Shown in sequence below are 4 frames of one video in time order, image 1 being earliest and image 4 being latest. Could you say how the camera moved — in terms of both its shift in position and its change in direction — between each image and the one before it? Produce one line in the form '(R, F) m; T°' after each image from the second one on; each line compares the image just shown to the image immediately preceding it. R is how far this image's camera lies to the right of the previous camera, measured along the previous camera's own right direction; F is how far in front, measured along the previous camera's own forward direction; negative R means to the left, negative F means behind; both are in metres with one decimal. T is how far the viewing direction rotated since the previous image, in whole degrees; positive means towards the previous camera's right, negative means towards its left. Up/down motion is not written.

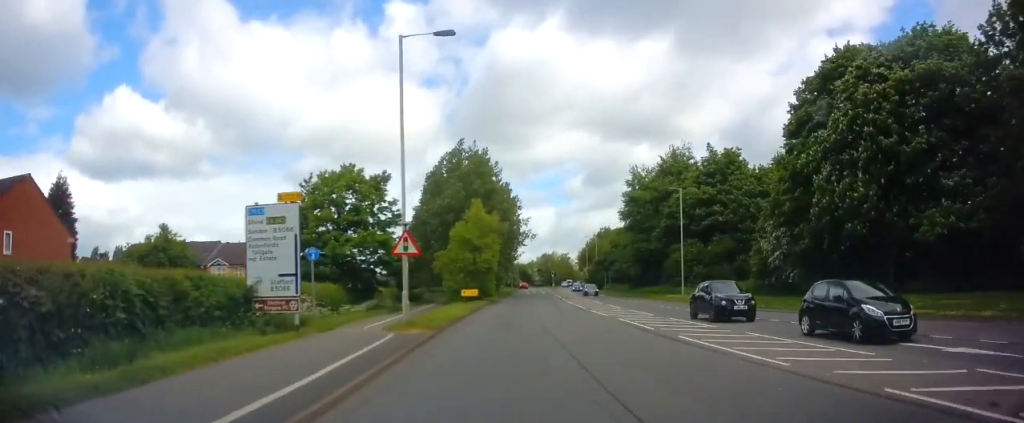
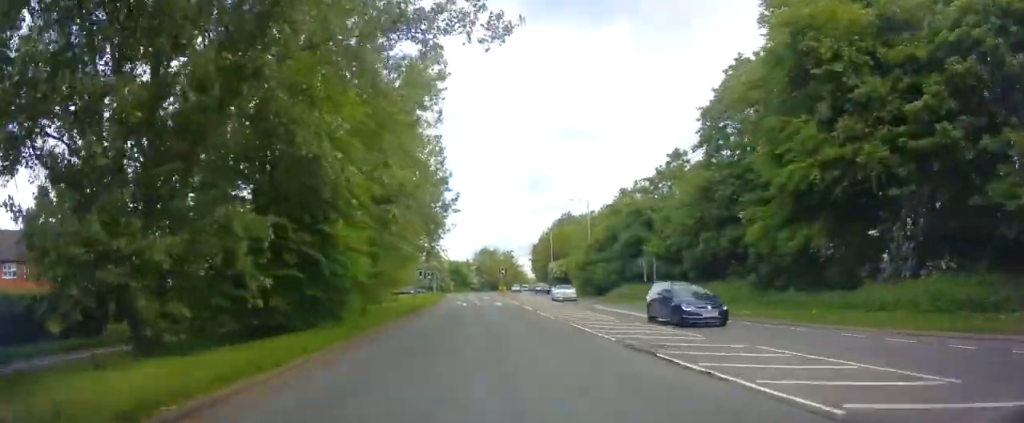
(+2.4, +48.9) m; +6°
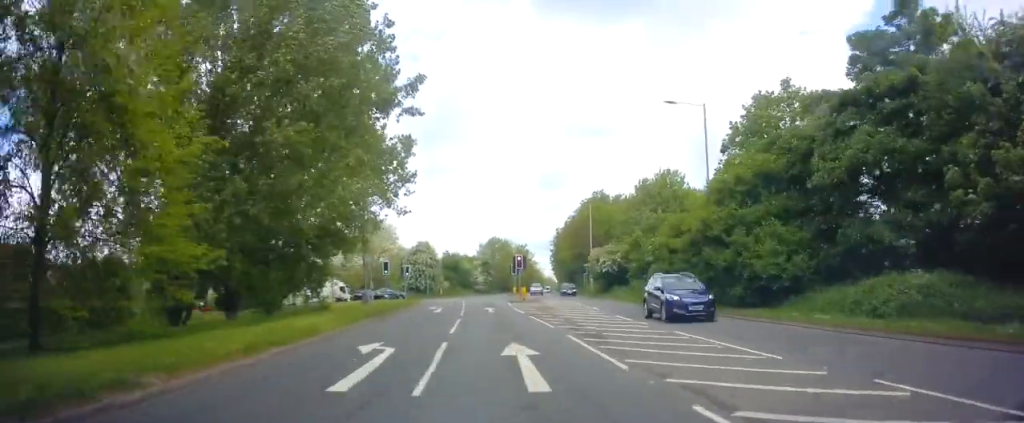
(+0.3, +32.5) m; -1°
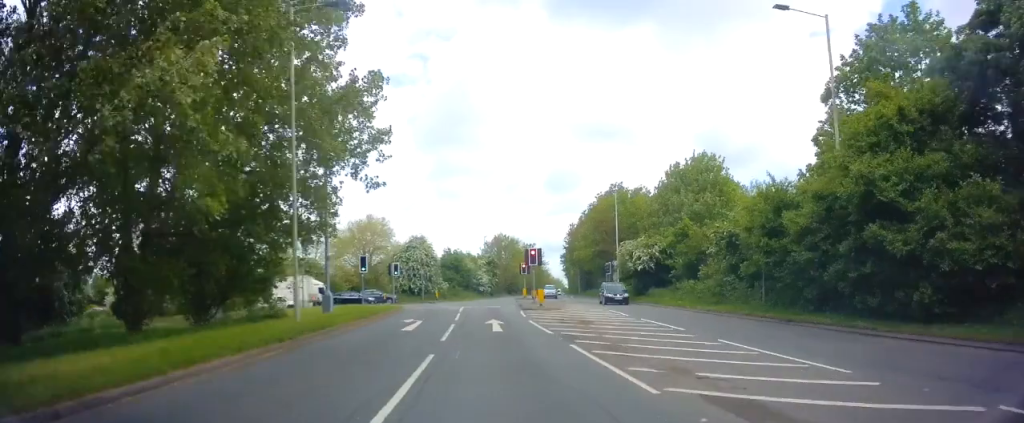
(-0.1, +11.8) m; -1°
